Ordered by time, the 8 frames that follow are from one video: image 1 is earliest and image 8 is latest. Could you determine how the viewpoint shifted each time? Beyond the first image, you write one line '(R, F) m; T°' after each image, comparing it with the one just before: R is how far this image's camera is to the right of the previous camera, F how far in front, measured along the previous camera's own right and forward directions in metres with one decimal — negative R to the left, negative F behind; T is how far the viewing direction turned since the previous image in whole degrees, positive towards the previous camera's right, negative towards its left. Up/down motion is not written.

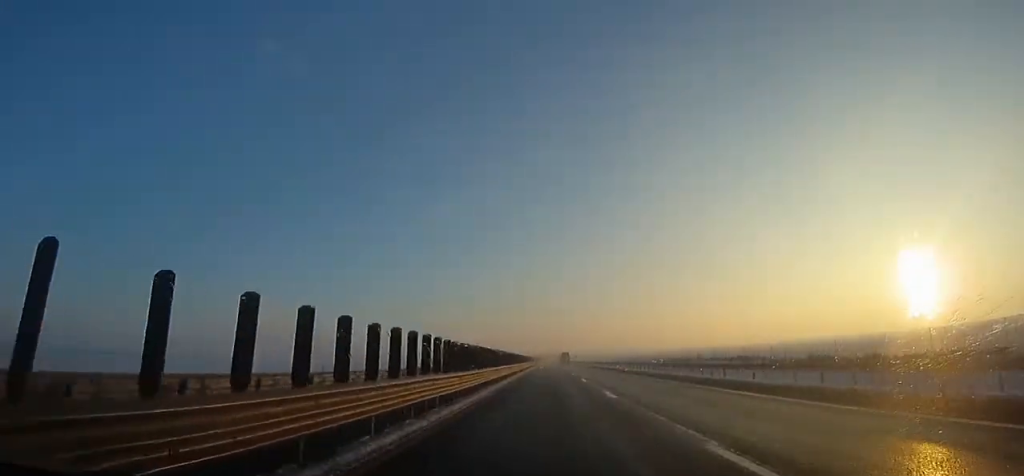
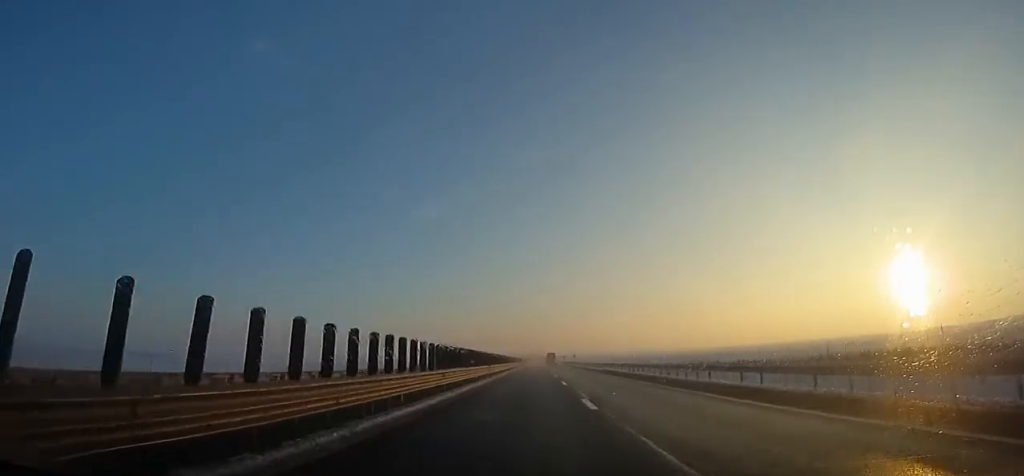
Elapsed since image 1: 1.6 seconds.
(+0.1, +51.5) m; 0°
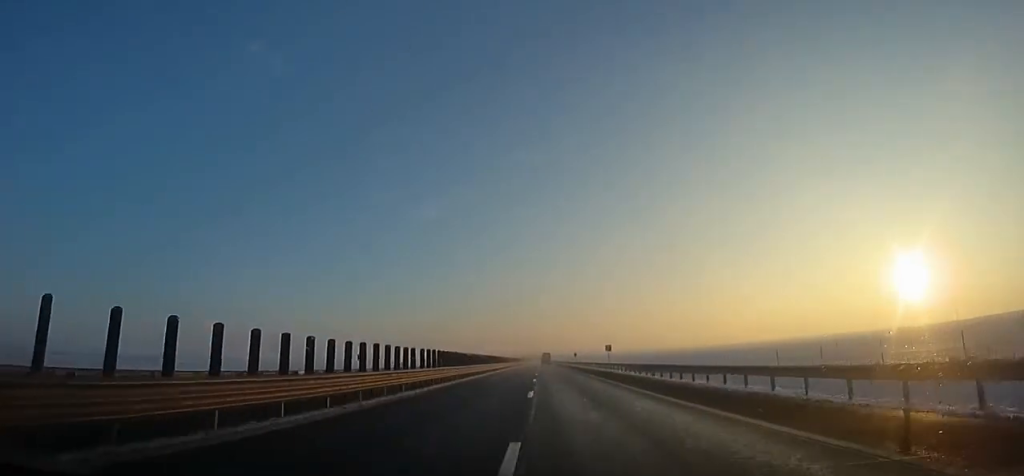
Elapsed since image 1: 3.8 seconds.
(+0.2, +68.0) m; +1°
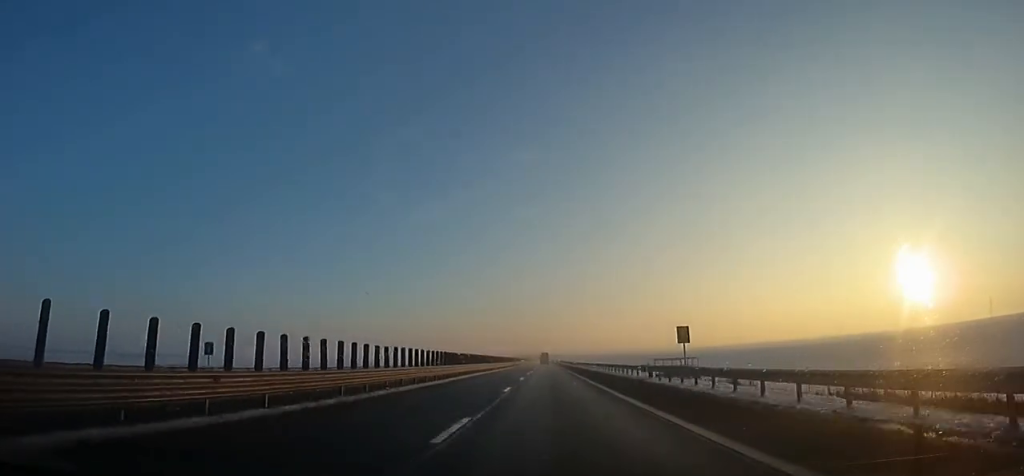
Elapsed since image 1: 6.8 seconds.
(+0.5, +93.1) m; 0°
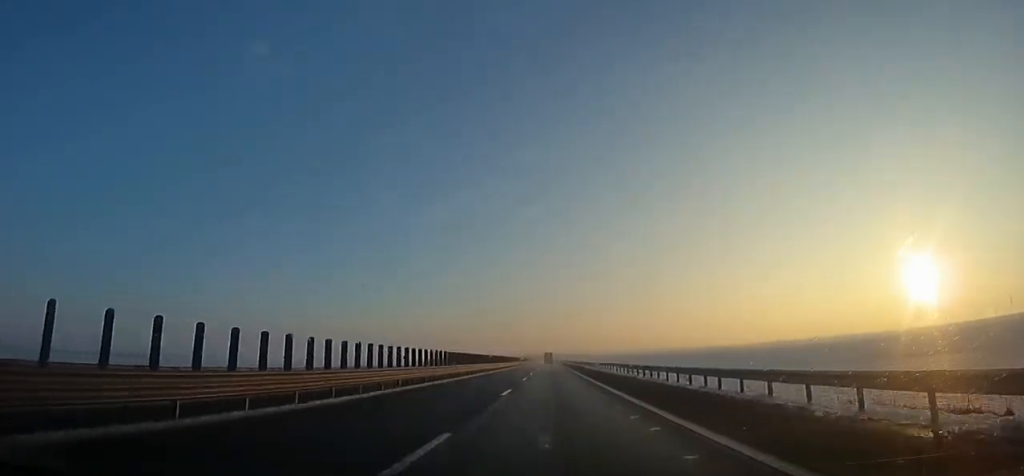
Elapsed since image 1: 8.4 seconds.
(-0.3, +50.4) m; -1°
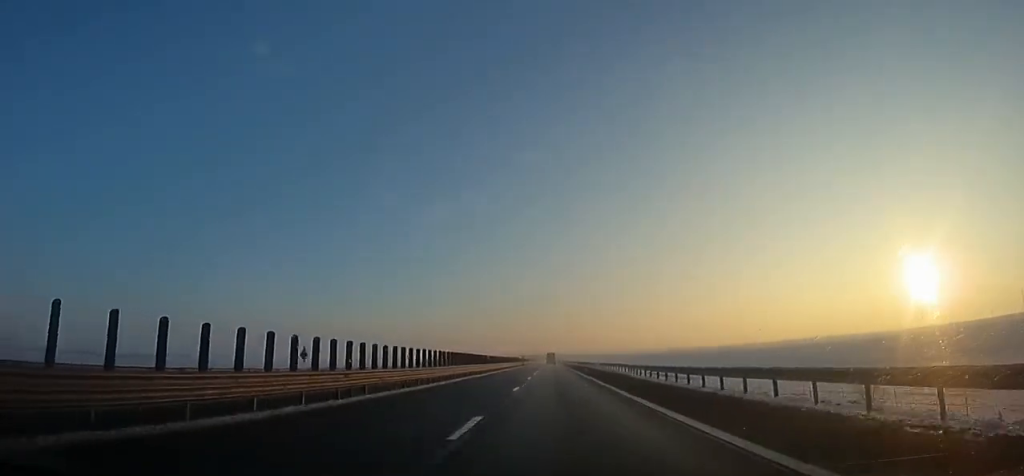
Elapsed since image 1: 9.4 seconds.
(-0.1, +33.6) m; 0°
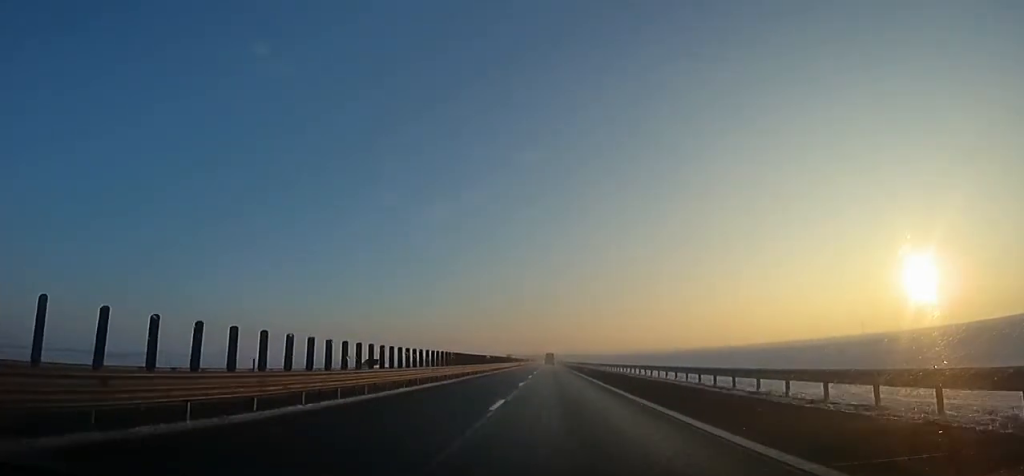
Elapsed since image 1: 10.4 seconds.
(-0.1, +31.7) m; 0°
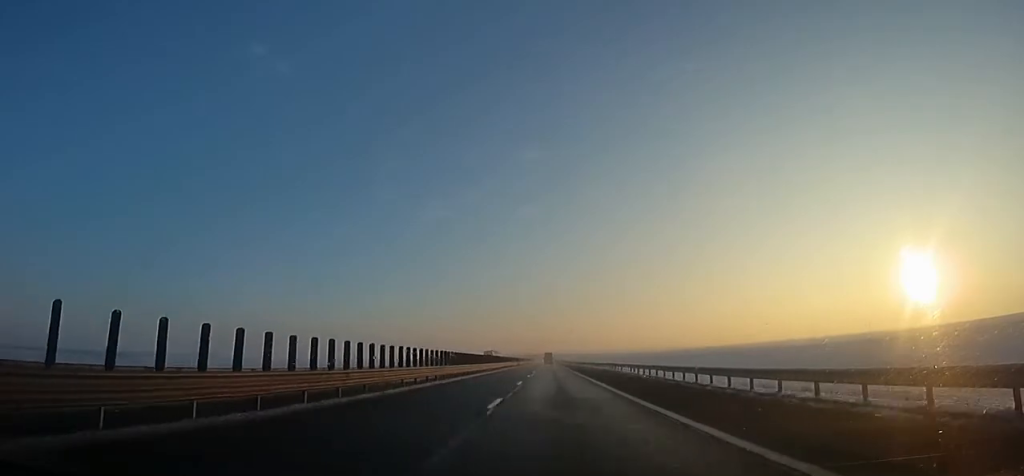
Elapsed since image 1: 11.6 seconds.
(0.0, +35.8) m; 0°
